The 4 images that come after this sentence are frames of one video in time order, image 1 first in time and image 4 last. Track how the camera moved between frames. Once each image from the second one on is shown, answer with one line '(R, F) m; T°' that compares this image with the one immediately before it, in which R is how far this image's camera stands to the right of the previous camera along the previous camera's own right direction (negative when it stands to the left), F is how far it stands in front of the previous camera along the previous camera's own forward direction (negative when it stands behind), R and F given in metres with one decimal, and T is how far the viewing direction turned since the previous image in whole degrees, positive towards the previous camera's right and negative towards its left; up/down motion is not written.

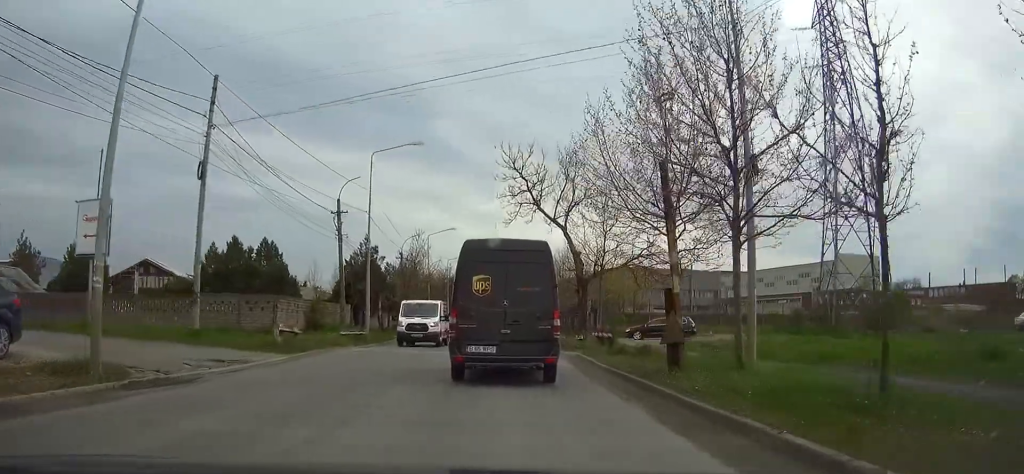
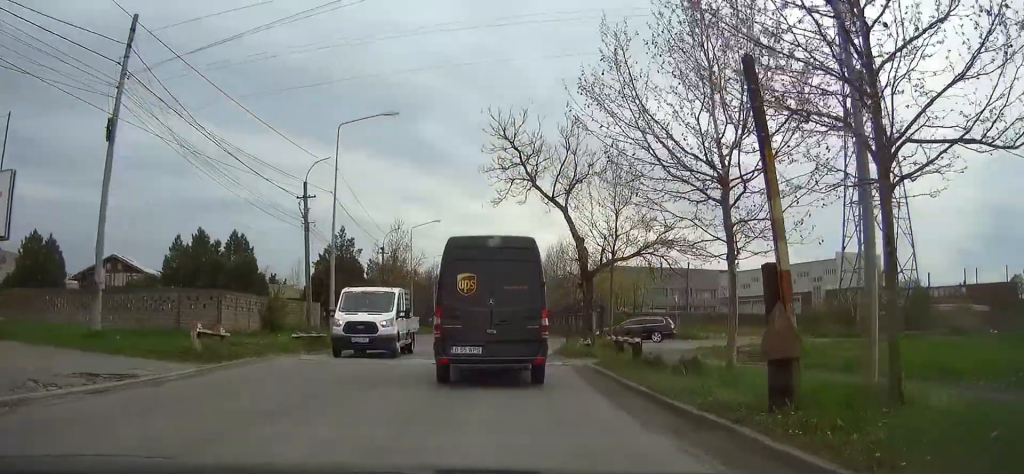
(0.0, +5.8) m; -1°
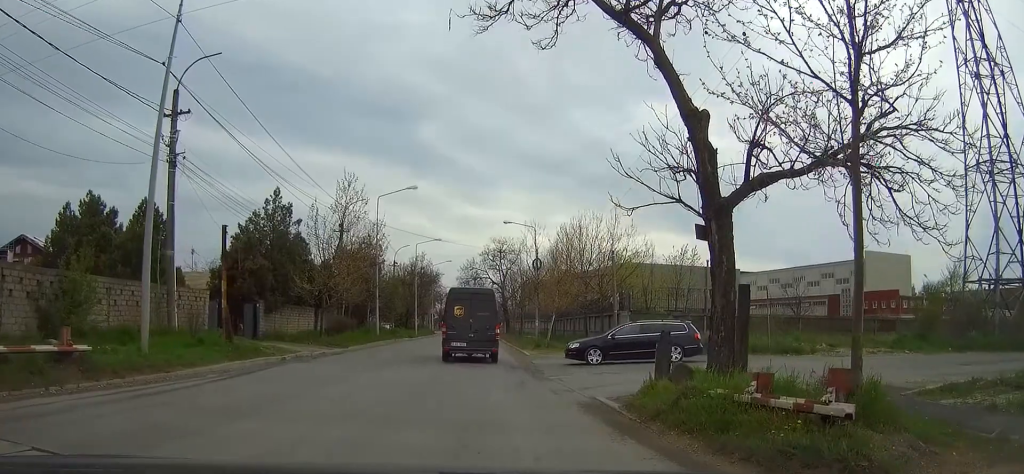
(+0.7, +15.6) m; +7°
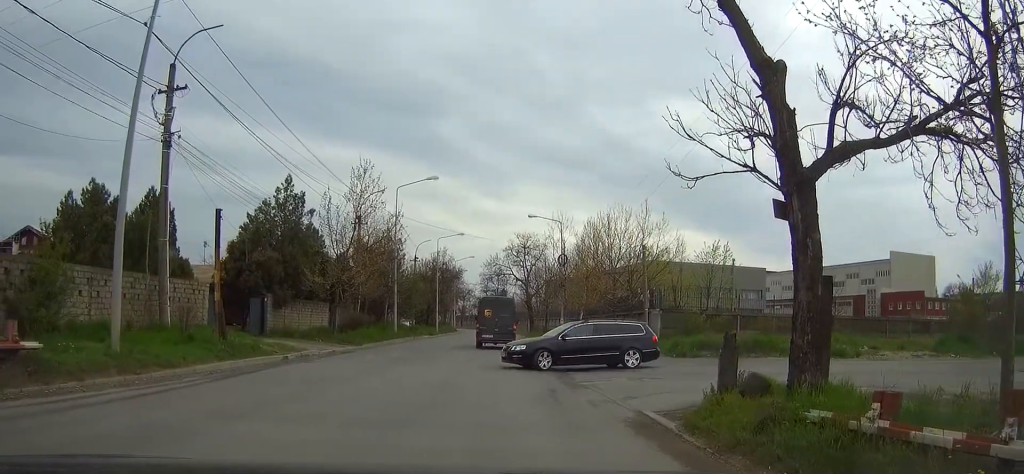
(0.0, +3.2) m; -1°
